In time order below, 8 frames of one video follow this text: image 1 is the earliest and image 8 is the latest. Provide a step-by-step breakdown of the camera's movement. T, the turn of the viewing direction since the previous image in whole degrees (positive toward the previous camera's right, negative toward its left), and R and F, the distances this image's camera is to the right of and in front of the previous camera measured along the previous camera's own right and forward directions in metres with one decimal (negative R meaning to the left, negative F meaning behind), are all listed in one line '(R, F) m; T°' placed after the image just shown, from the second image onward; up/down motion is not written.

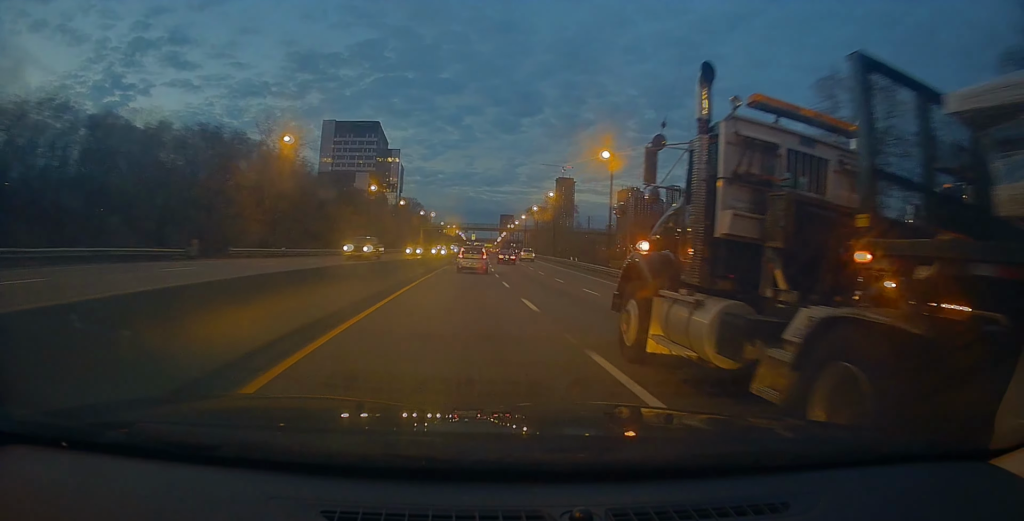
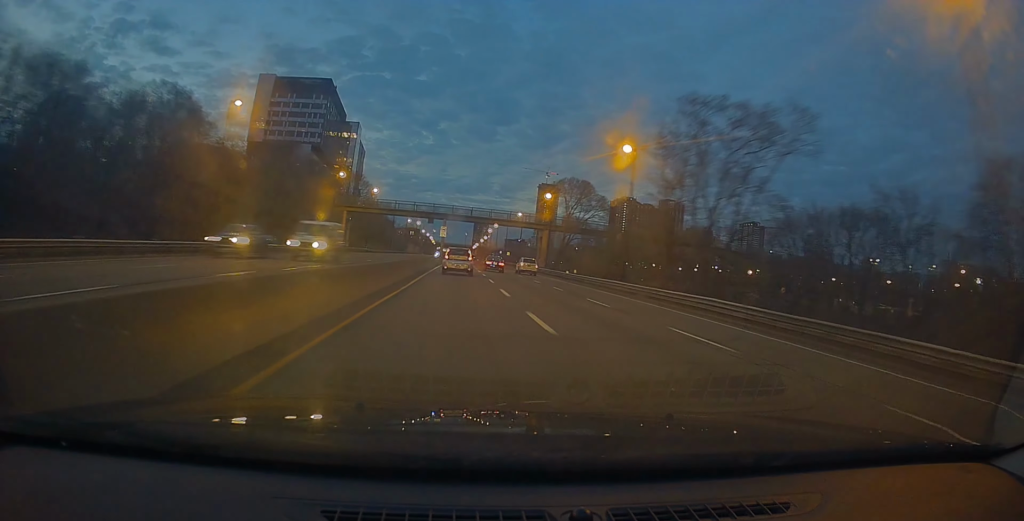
(+2.9, +81.4) m; +4°
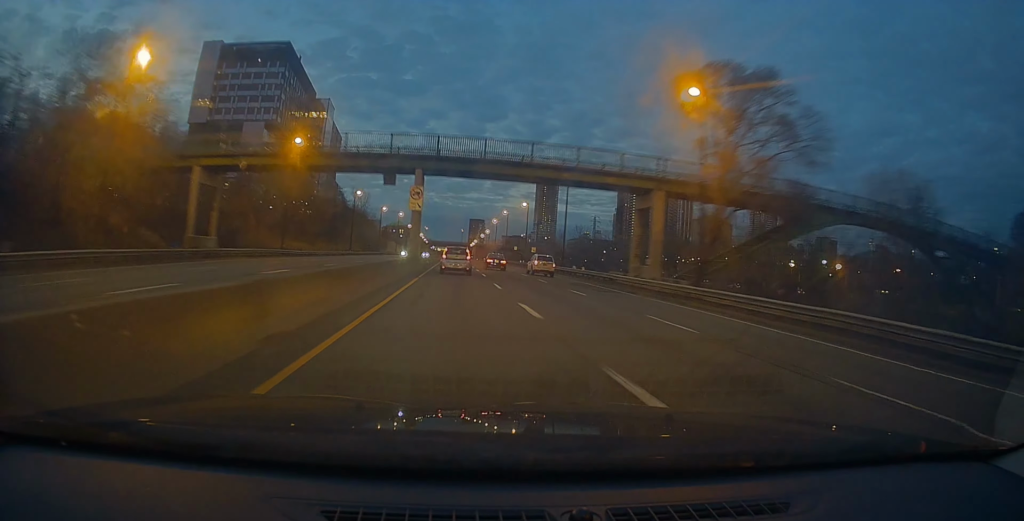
(+0.9, +50.7) m; +1°
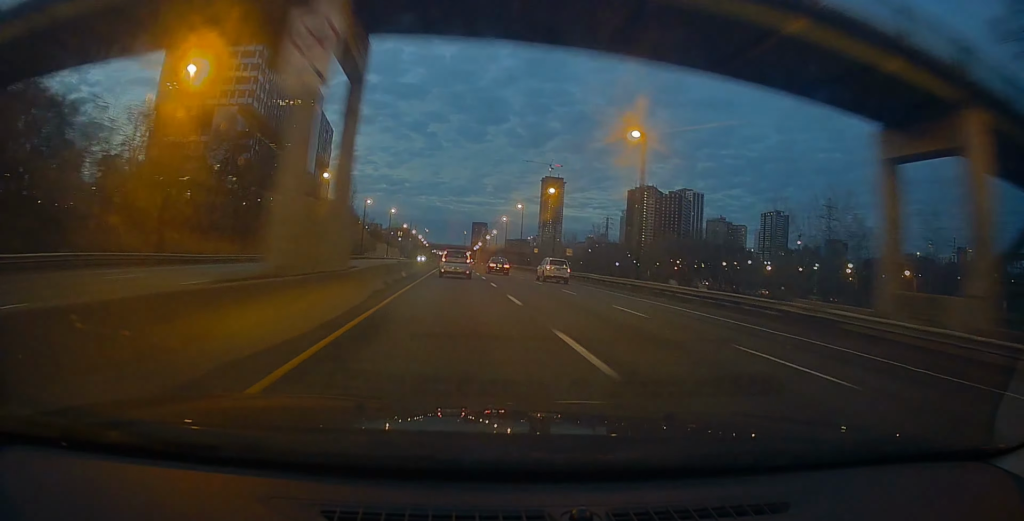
(-0.5, +26.0) m; 0°
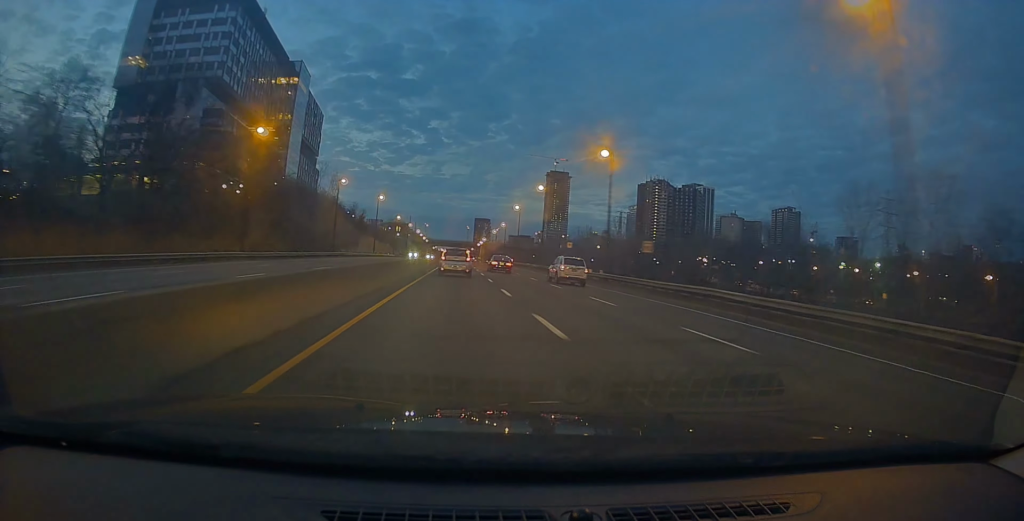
(+0.1, +25.0) m; 0°
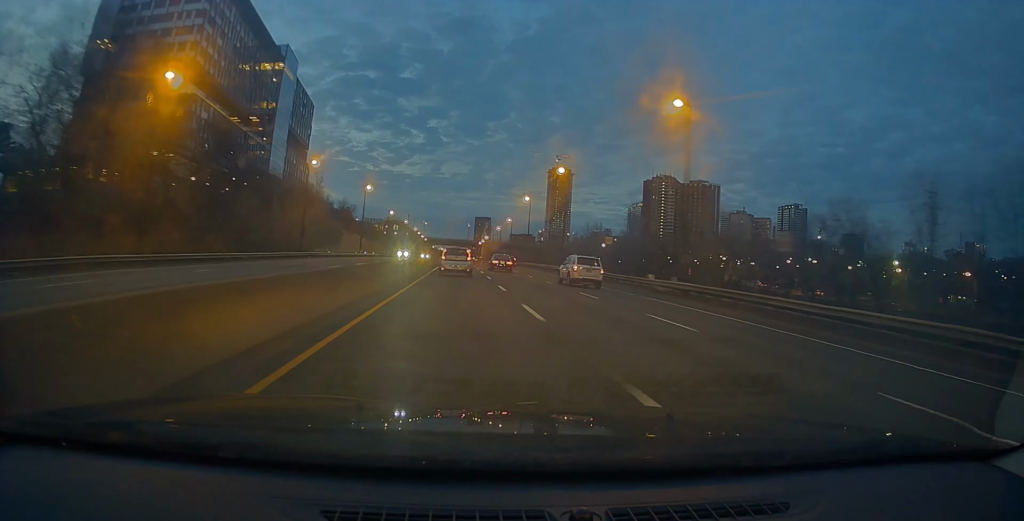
(0.0, +16.3) m; 0°
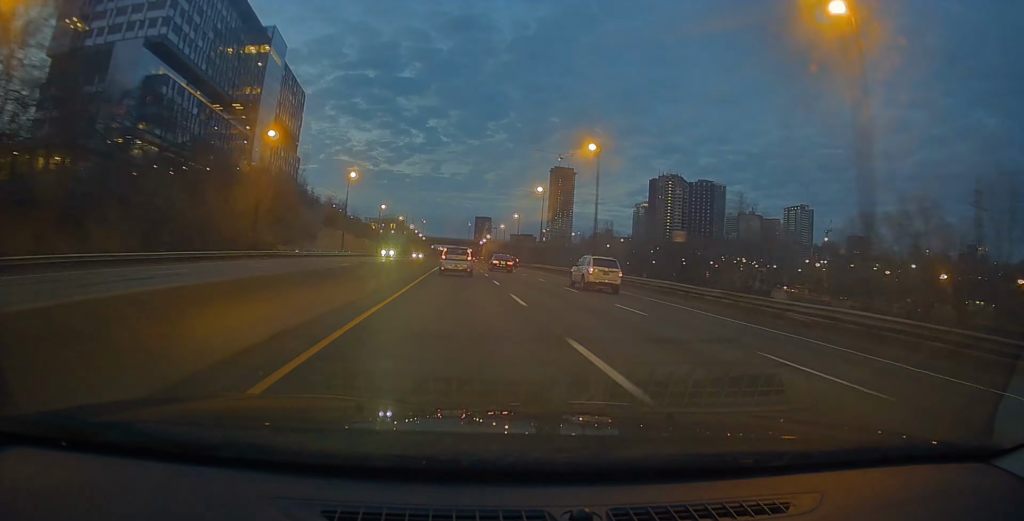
(+0.1, +15.3) m; 0°
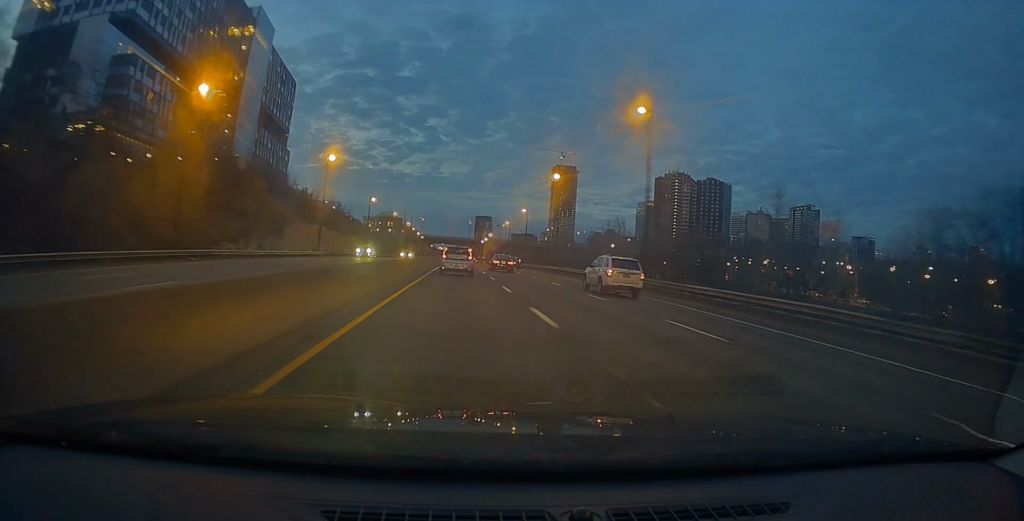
(+0.1, +14.2) m; 0°
